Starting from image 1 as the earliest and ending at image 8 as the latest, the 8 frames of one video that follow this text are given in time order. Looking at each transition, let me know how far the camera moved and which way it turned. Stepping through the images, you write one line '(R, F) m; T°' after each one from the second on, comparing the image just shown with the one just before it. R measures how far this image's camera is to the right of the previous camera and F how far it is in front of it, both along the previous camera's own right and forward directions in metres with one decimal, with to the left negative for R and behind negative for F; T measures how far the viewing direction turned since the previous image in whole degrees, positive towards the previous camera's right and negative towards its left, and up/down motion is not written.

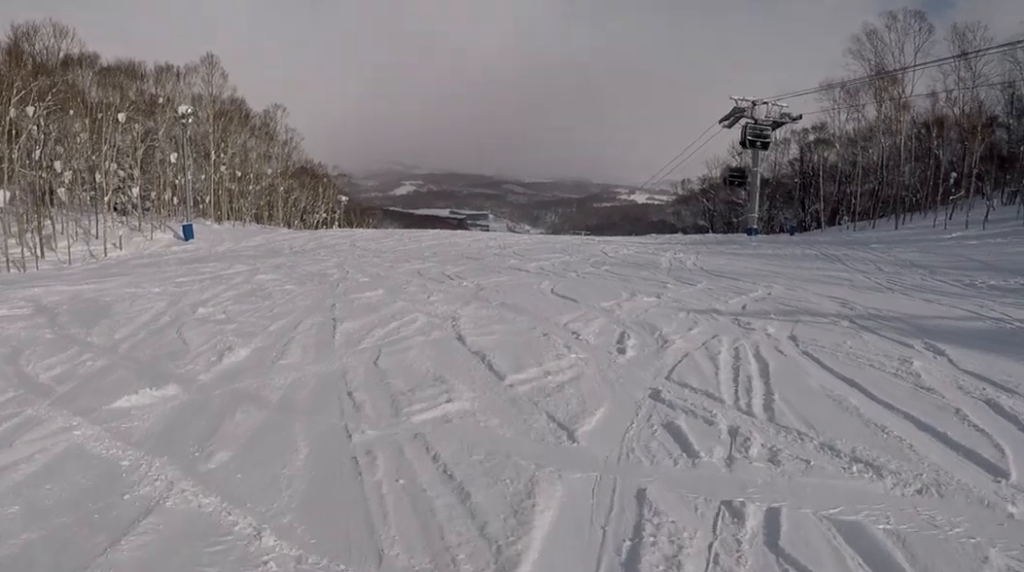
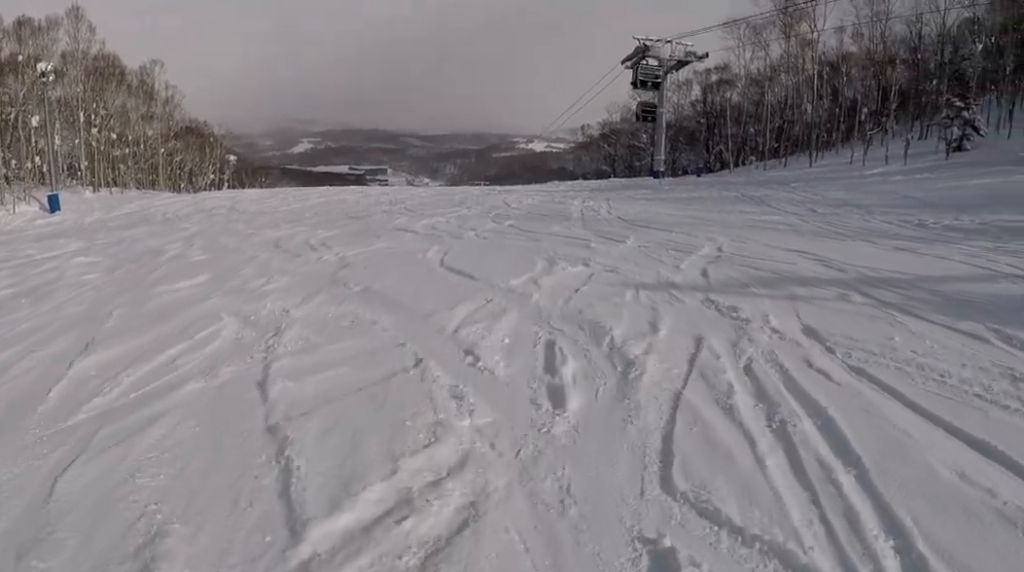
(+0.1, +4.4) m; +1°
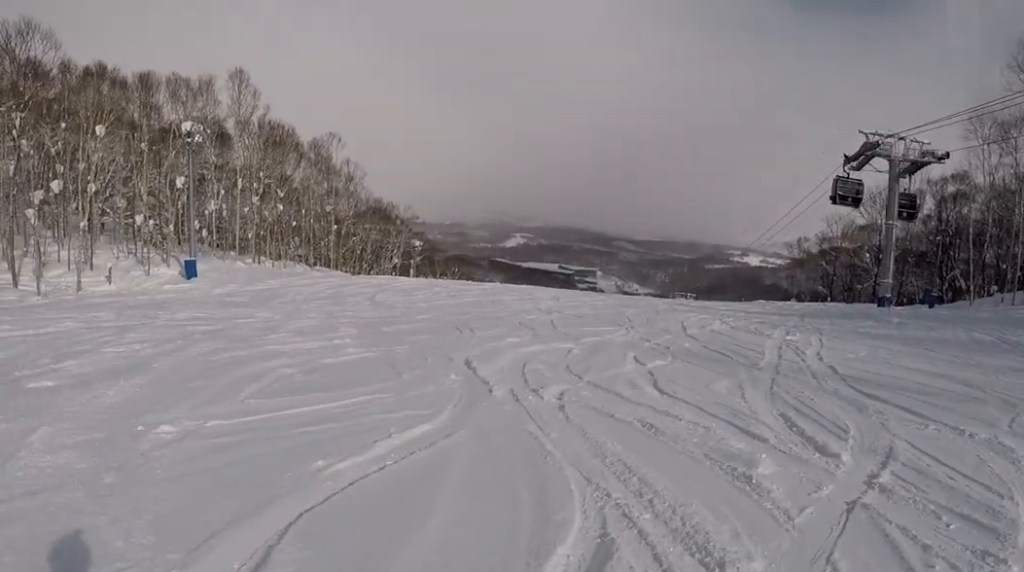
(-0.2, +8.4) m; -12°
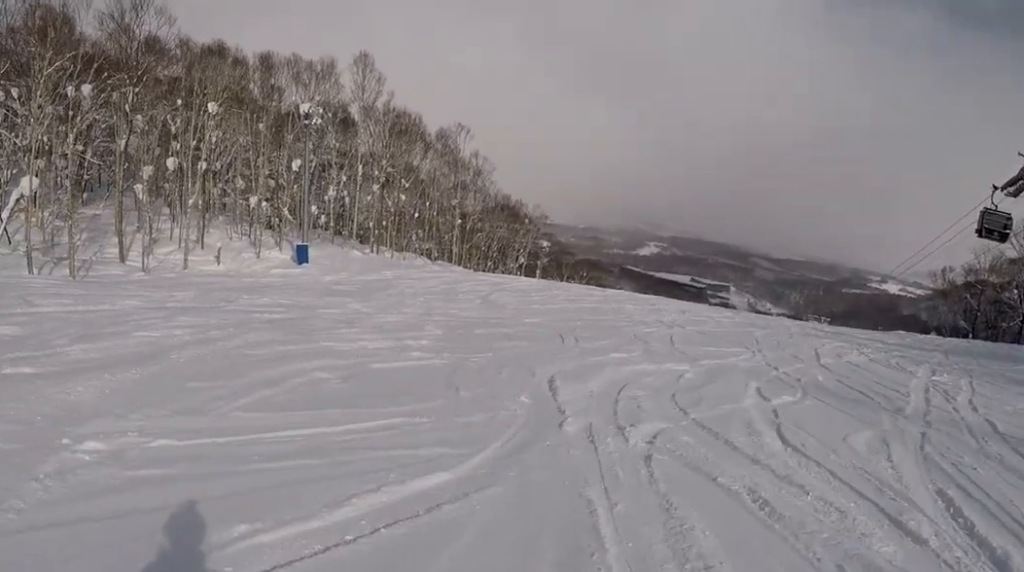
(+0.3, +2.3) m; -8°
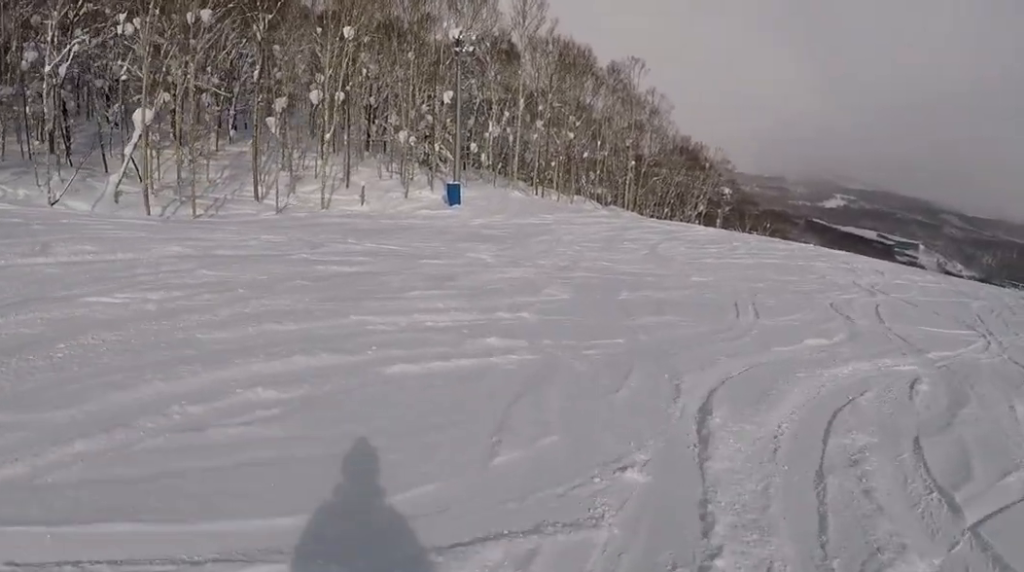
(-1.3, +4.8) m; -20°
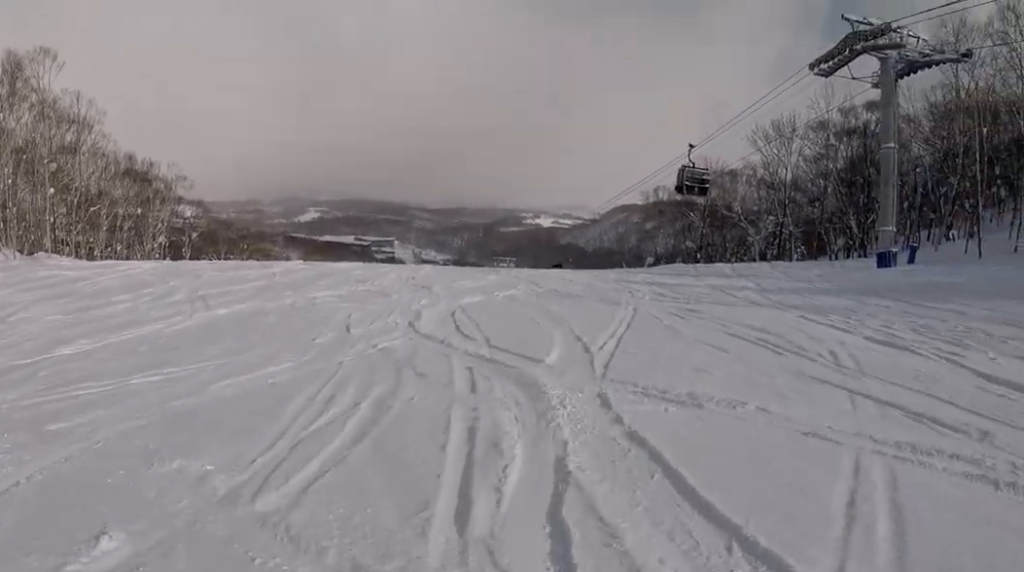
(+6.9, +17.7) m; +40°
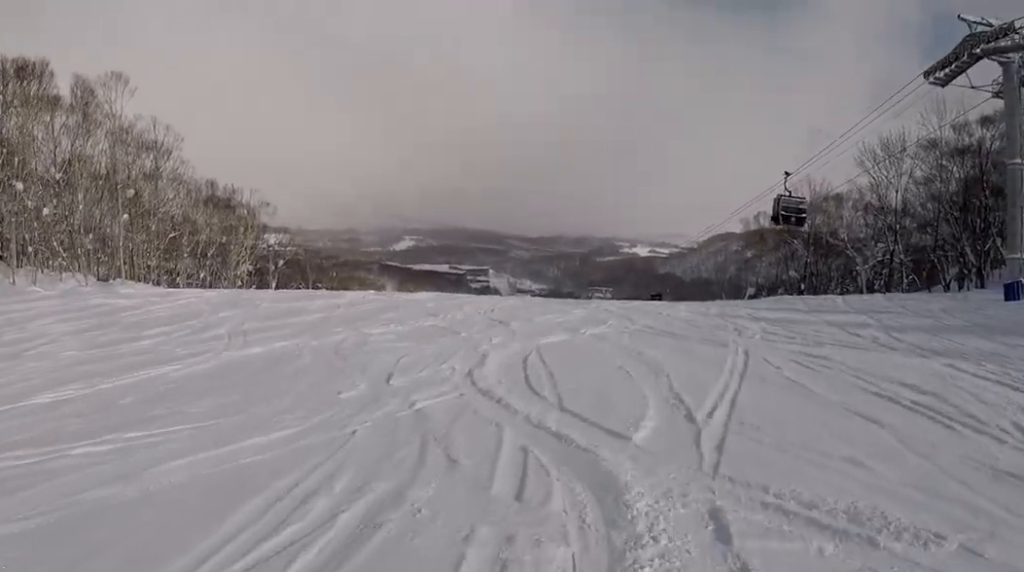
(0.0, +2.8) m; -6°
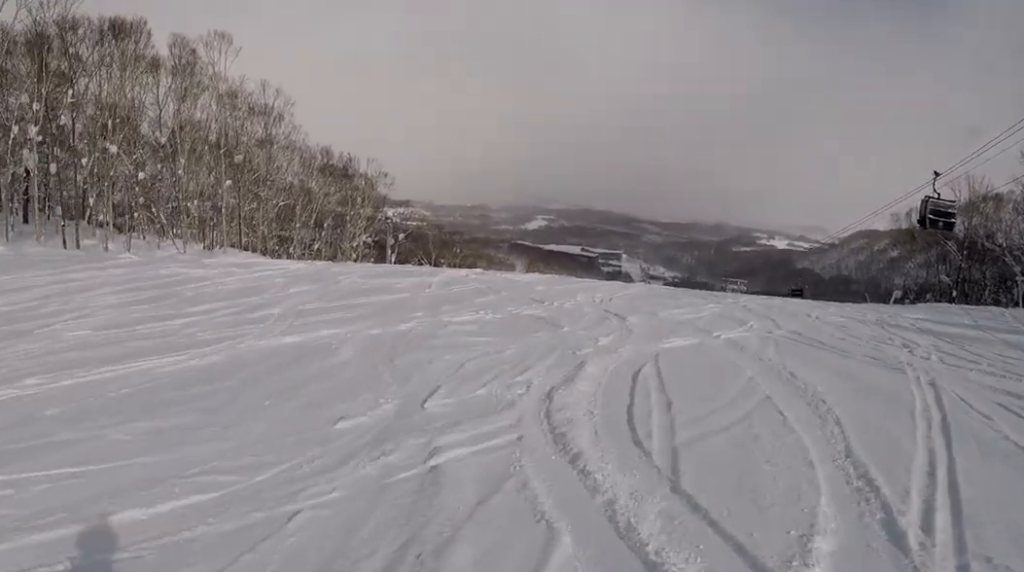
(+0.4, +3.6) m; -9°
